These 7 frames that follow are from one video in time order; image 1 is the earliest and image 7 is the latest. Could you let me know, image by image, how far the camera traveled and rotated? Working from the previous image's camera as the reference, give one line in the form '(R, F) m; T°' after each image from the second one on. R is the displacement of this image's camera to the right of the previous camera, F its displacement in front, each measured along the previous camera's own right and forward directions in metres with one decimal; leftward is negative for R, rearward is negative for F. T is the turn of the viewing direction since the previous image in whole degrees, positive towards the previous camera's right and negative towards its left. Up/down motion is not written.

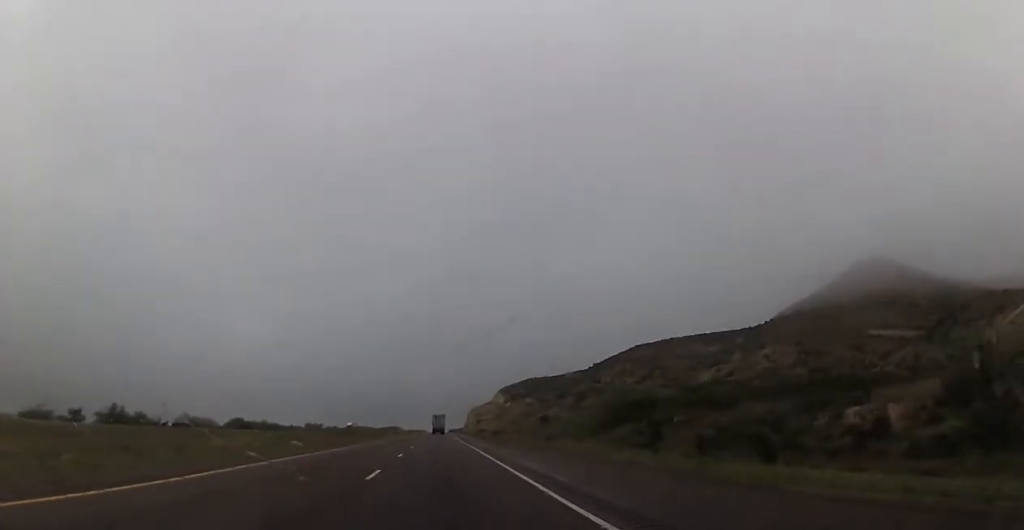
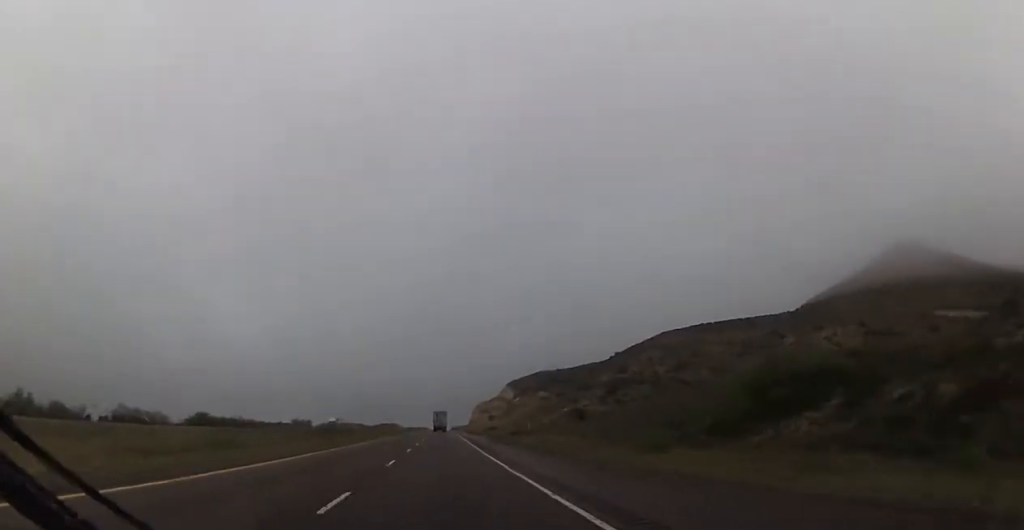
(-0.1, +30.6) m; 0°
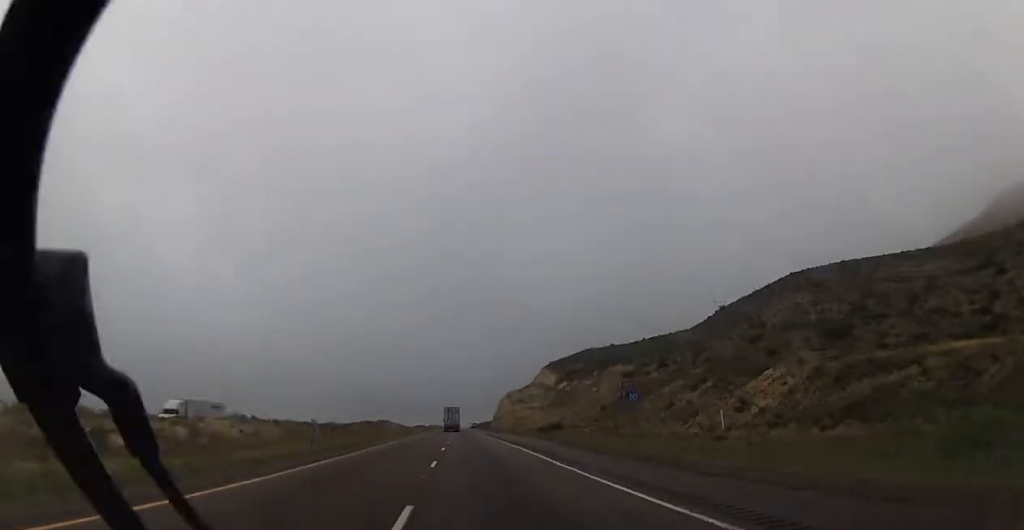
(-1.3, +86.8) m; -2°
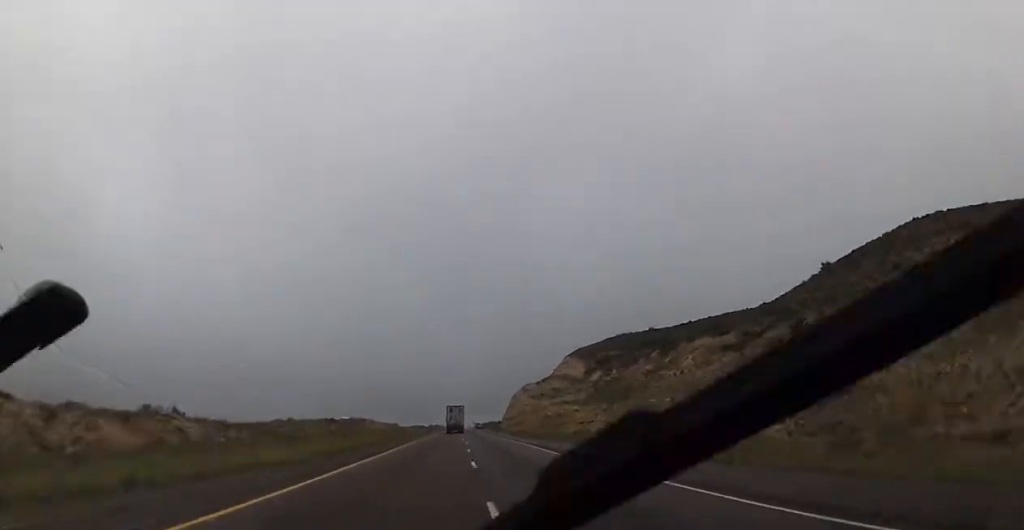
(+0.6, +48.0) m; +1°
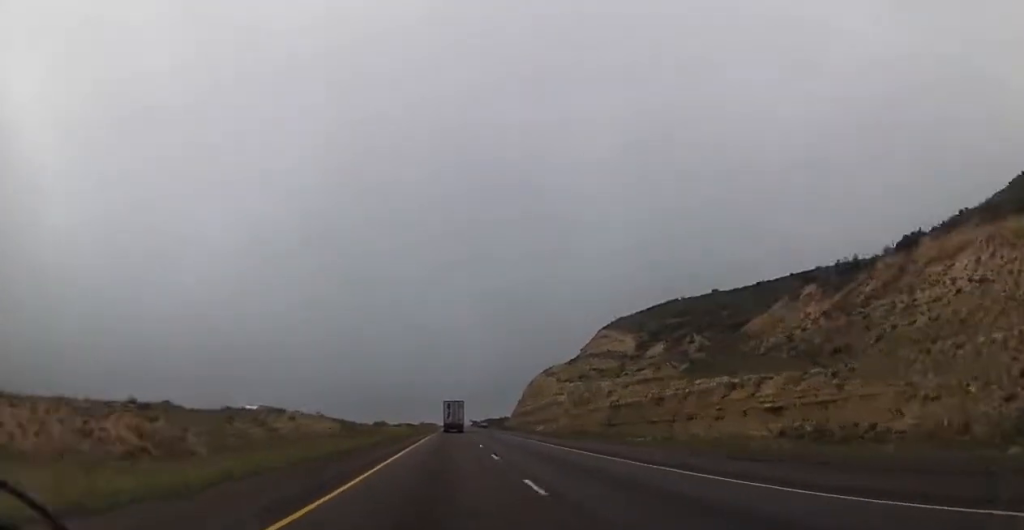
(-0.7, +57.5) m; 0°
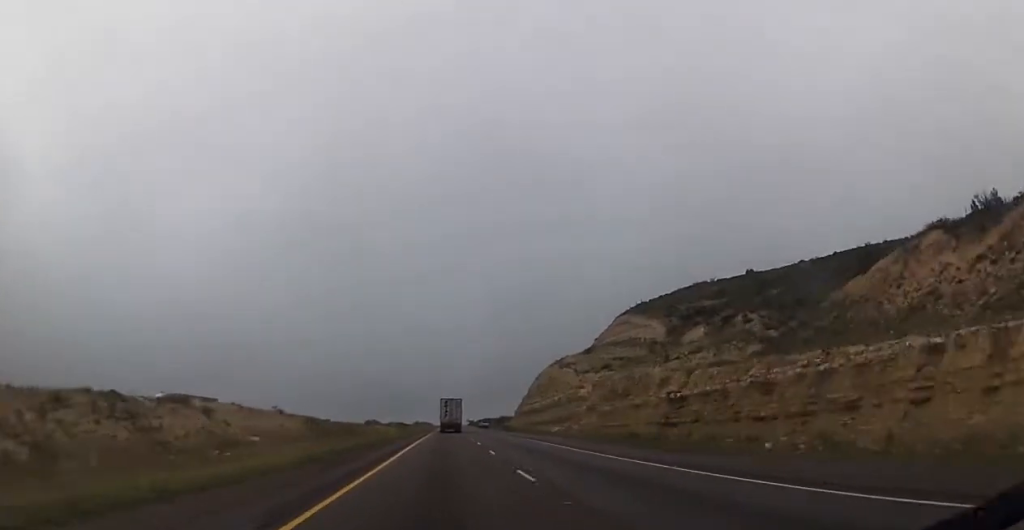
(+0.2, +21.6) m; 0°
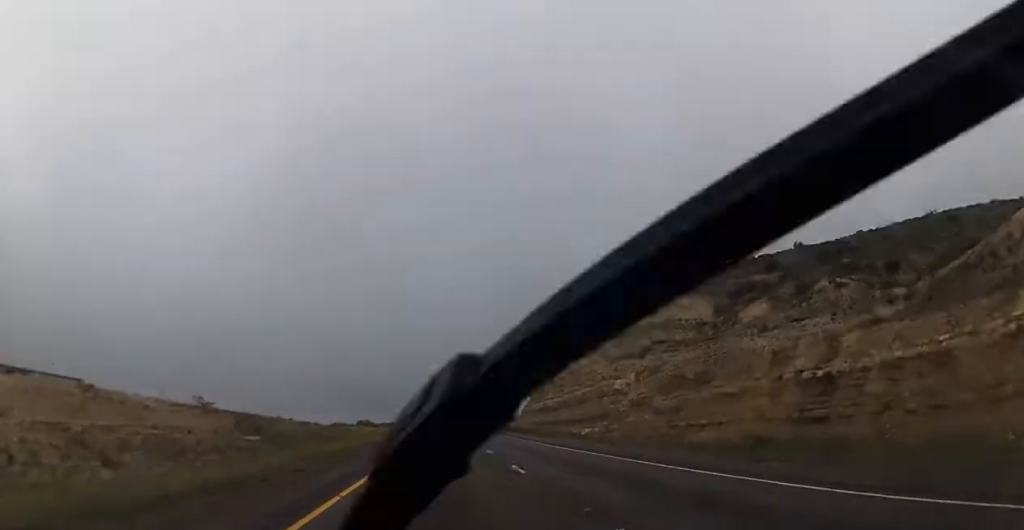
(+0.5, +22.5) m; 0°
